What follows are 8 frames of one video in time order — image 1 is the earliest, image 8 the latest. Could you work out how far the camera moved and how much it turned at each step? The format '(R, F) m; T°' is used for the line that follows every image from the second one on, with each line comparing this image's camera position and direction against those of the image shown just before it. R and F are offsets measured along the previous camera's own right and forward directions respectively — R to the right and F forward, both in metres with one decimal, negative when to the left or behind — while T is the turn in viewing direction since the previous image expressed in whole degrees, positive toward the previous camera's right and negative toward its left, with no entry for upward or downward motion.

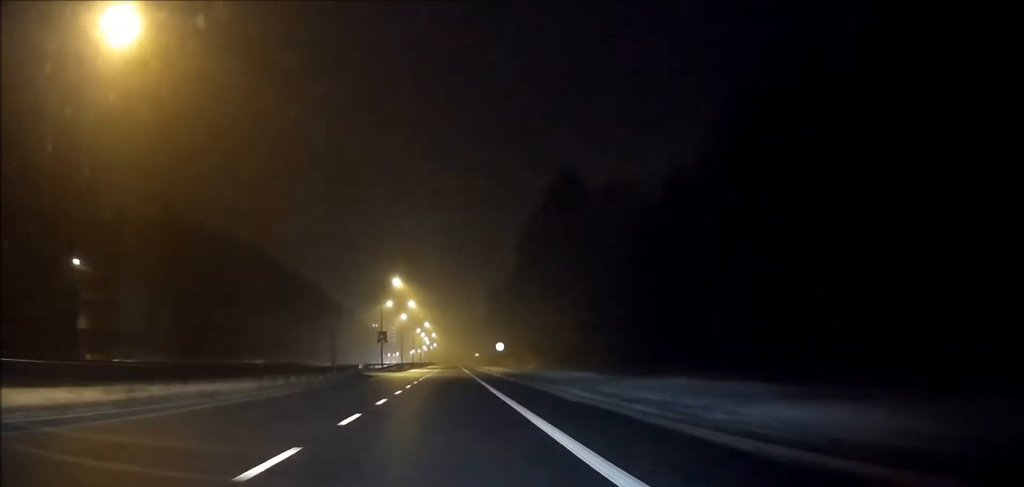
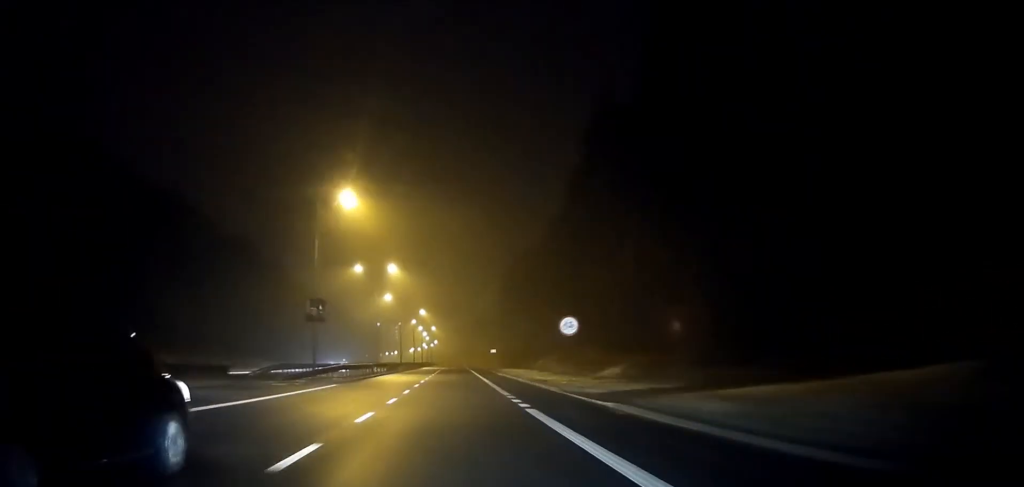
(-0.1, +40.4) m; 0°
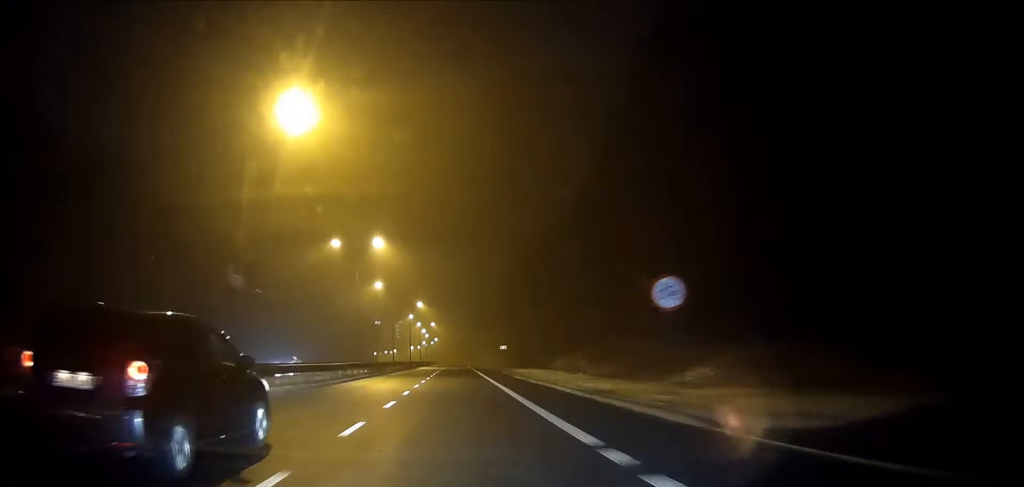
(-0.1, +14.3) m; 0°
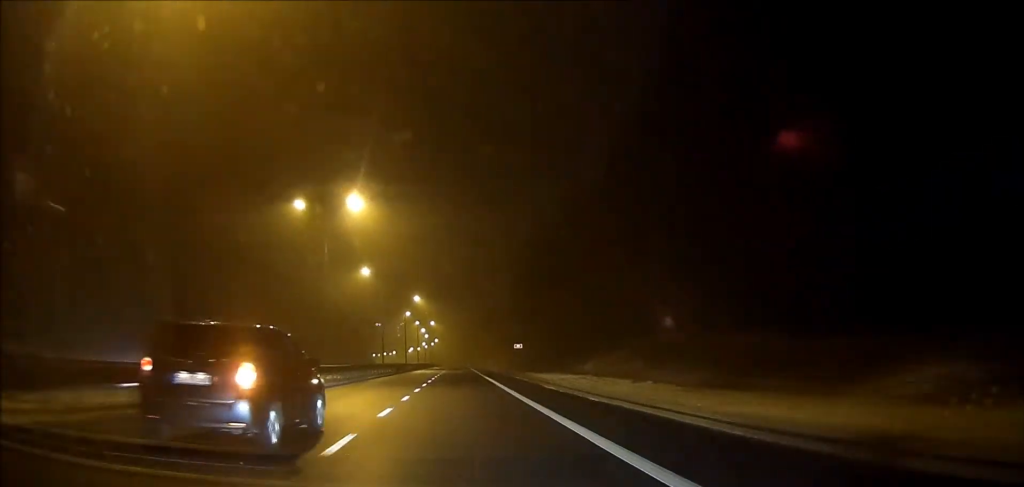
(0.0, +13.5) m; 0°
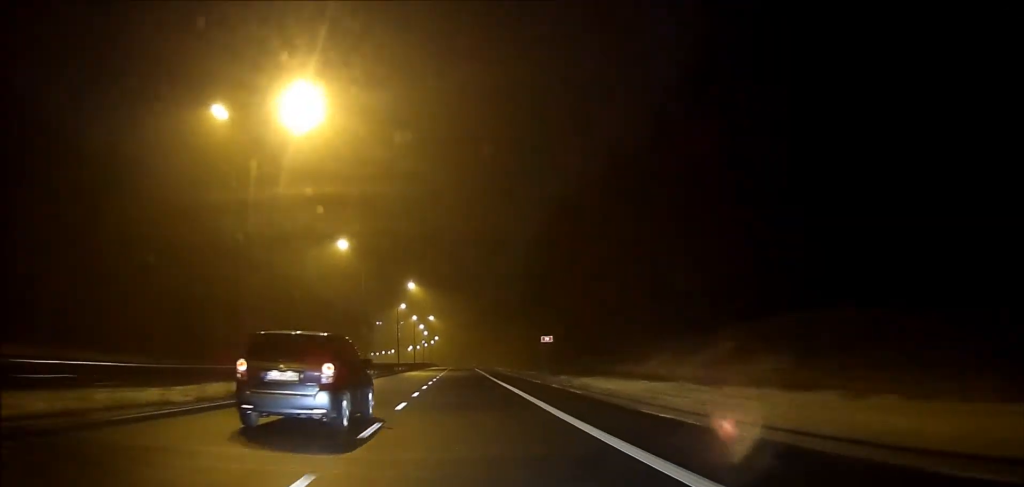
(0.0, +15.9) m; 0°
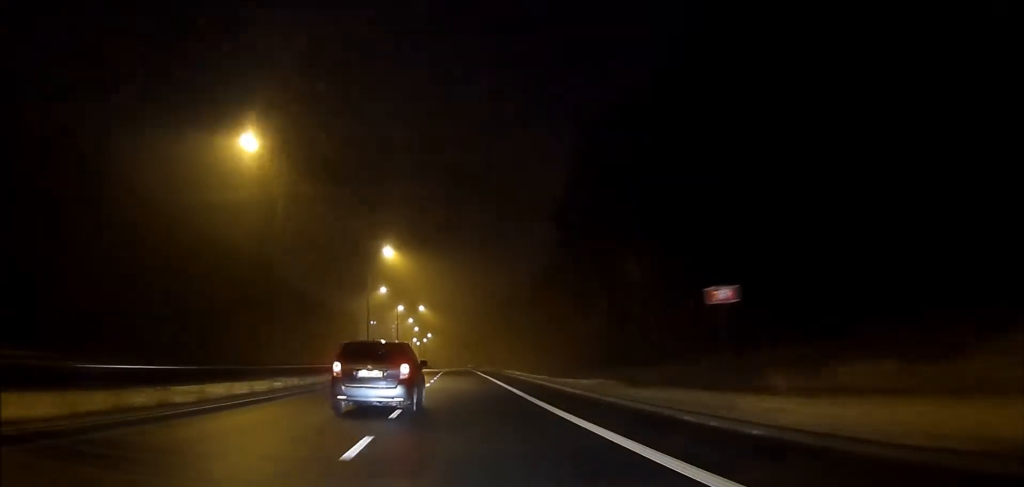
(0.0, +26.3) m; 0°
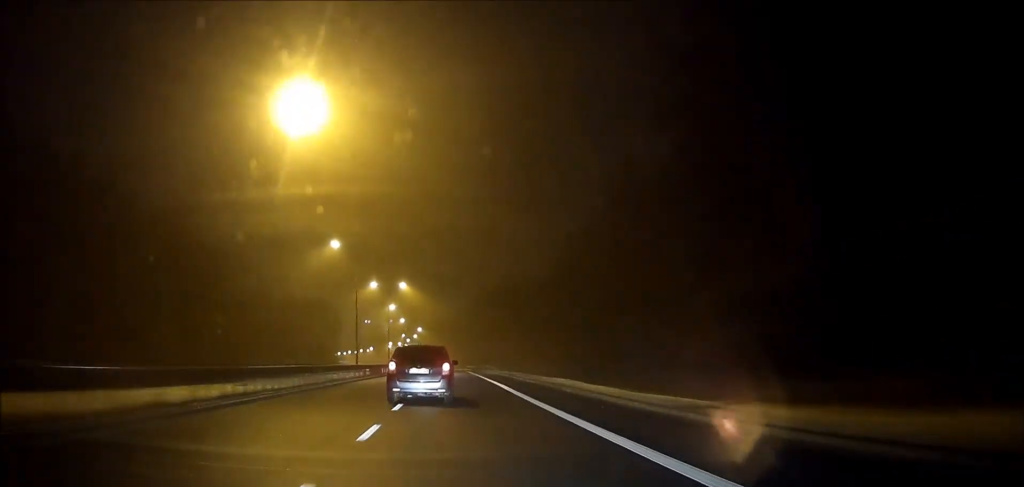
(+0.1, +34.1) m; +1°
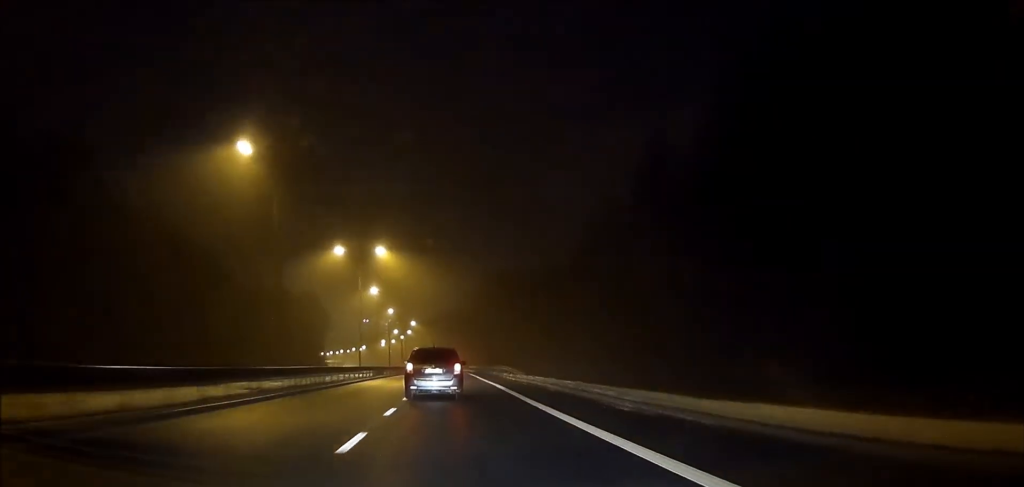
(+0.1, +25.4) m; 0°
